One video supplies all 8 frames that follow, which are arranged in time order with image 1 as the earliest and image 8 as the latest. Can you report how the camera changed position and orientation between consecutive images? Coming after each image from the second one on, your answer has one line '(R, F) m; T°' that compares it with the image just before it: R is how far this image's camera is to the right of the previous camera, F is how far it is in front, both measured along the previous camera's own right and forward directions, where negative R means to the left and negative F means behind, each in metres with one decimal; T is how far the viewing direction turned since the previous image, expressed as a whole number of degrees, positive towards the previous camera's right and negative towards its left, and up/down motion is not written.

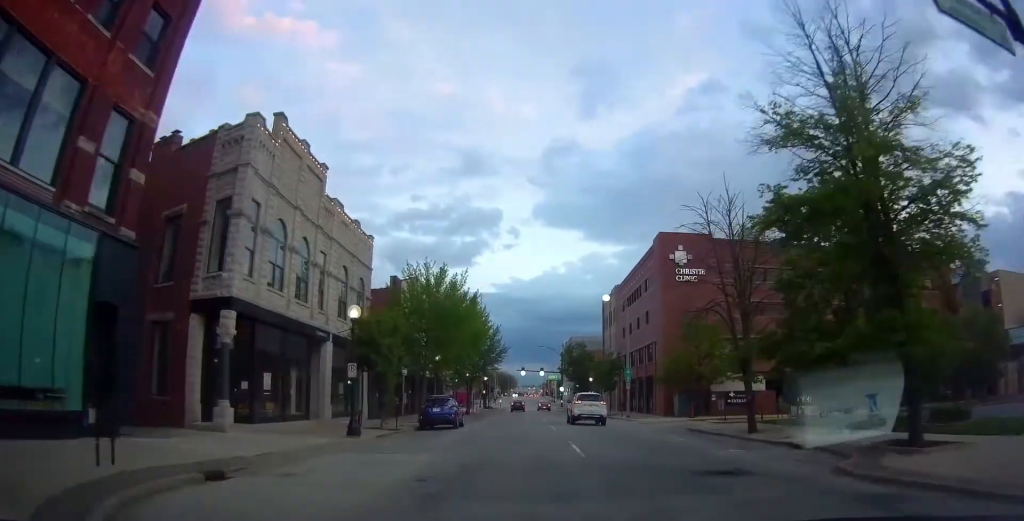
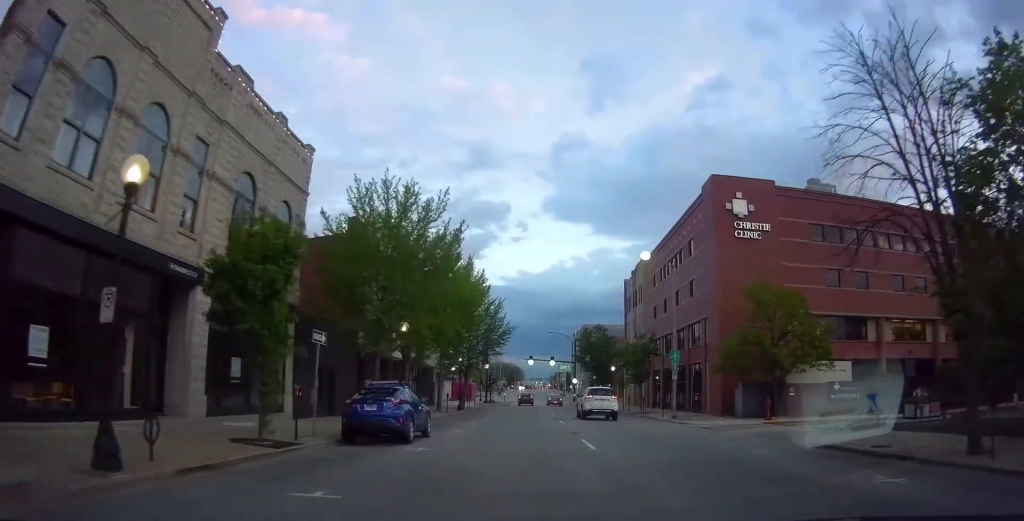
(0.0, +13.5) m; 0°
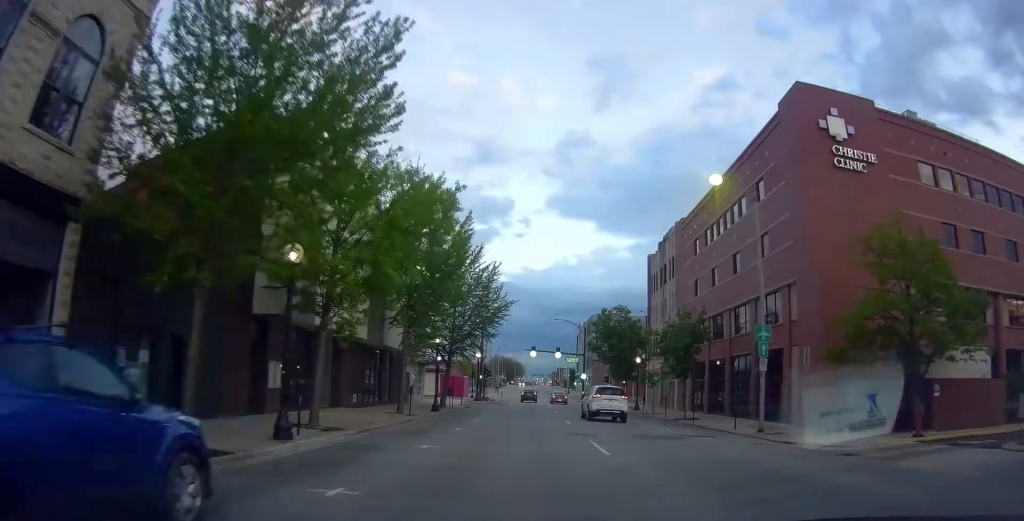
(-0.3, +13.8) m; -4°
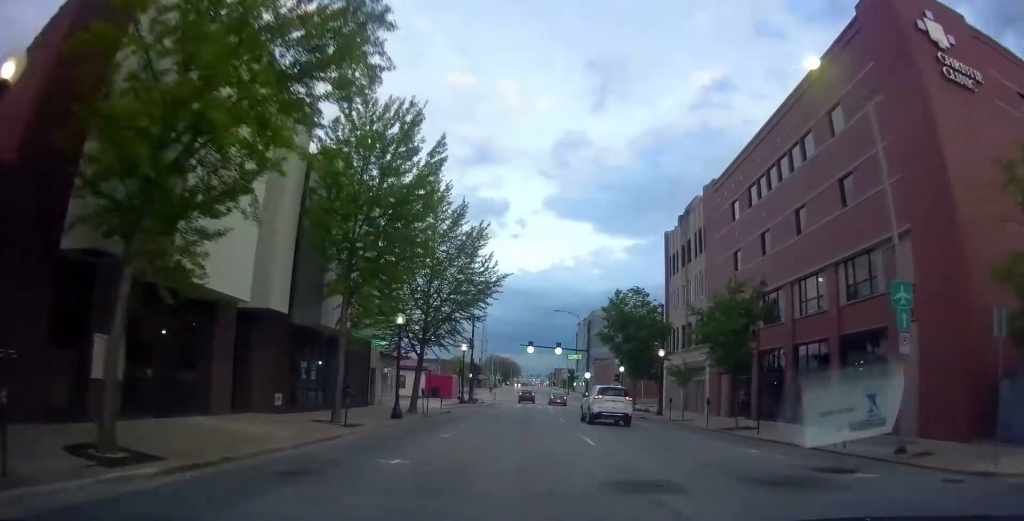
(-0.6, +9.7) m; 0°
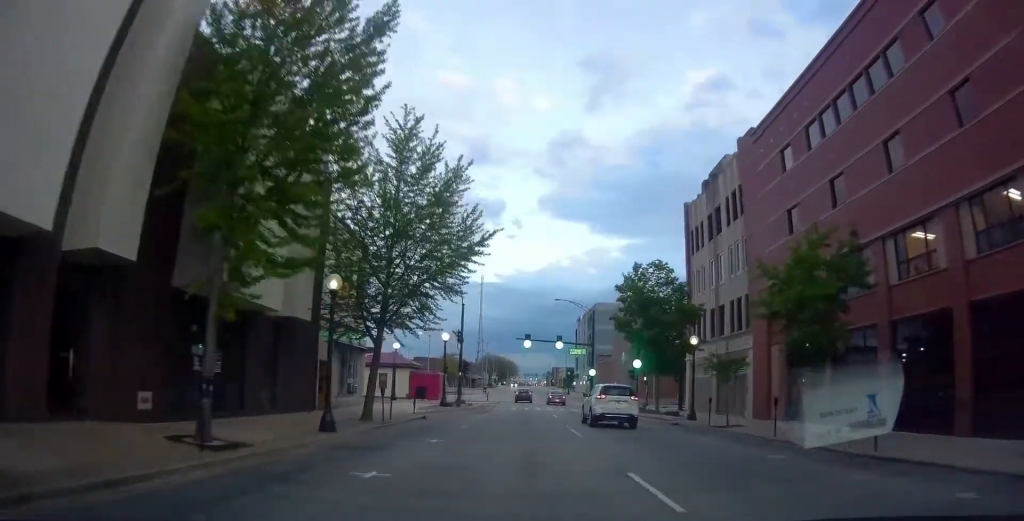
(+0.6, +8.6) m; +3°
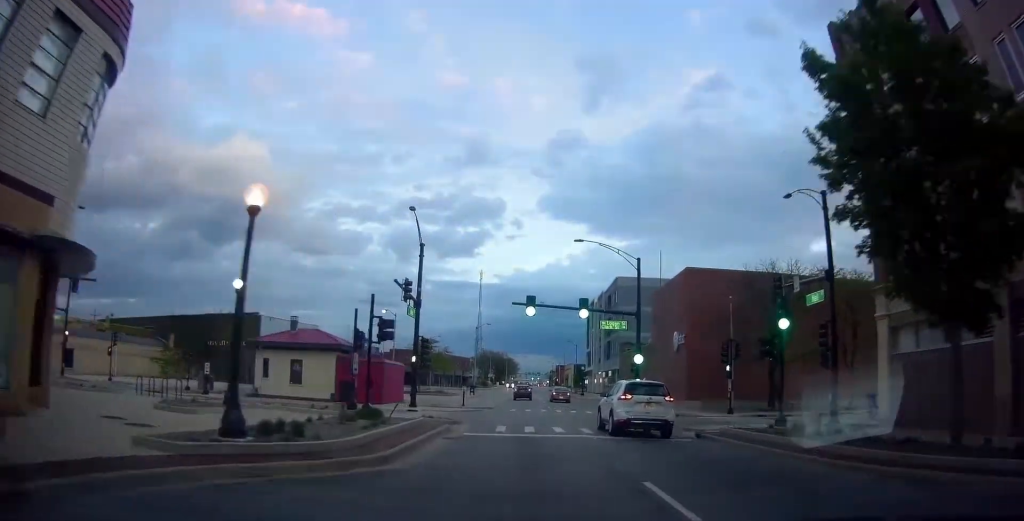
(+0.6, +26.0) m; +3°
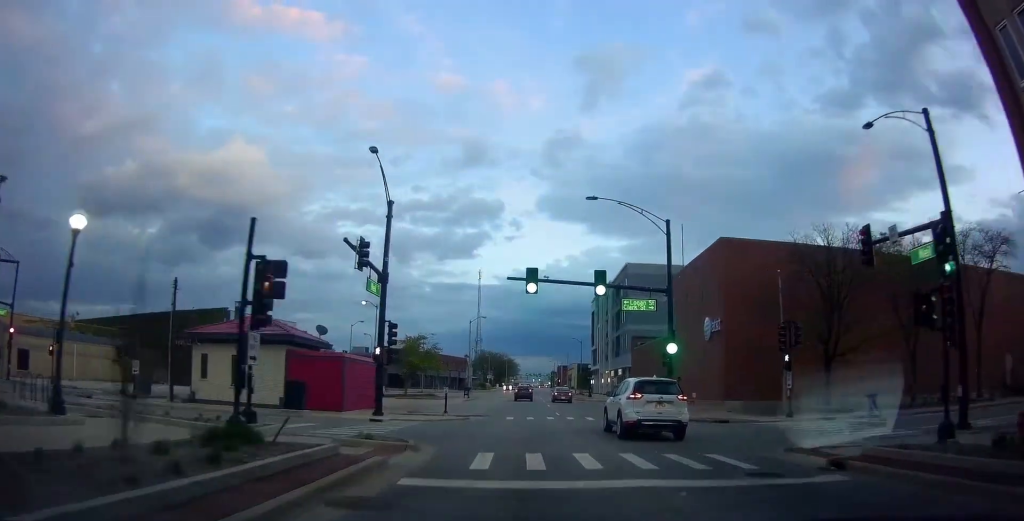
(+0.1, +8.4) m; +1°
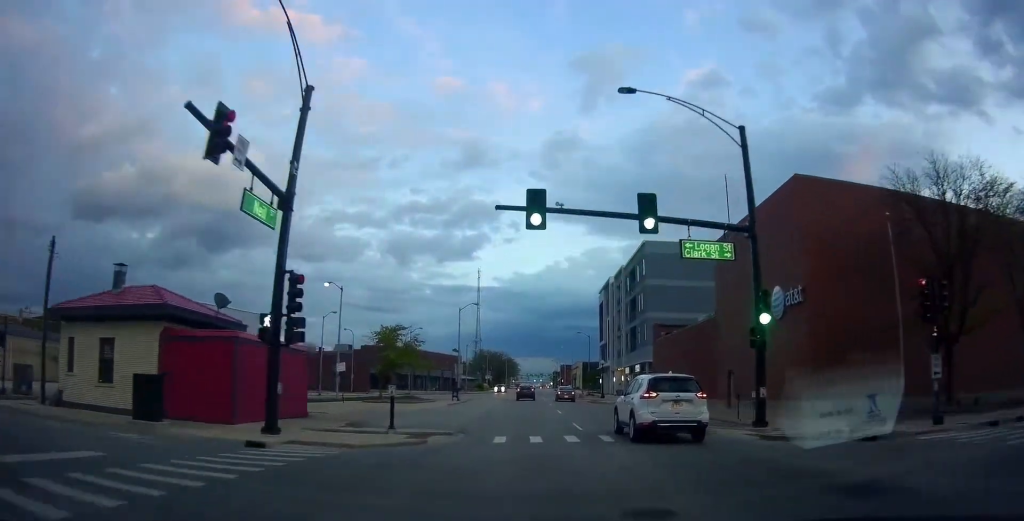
(+0.6, +11.9) m; 0°
